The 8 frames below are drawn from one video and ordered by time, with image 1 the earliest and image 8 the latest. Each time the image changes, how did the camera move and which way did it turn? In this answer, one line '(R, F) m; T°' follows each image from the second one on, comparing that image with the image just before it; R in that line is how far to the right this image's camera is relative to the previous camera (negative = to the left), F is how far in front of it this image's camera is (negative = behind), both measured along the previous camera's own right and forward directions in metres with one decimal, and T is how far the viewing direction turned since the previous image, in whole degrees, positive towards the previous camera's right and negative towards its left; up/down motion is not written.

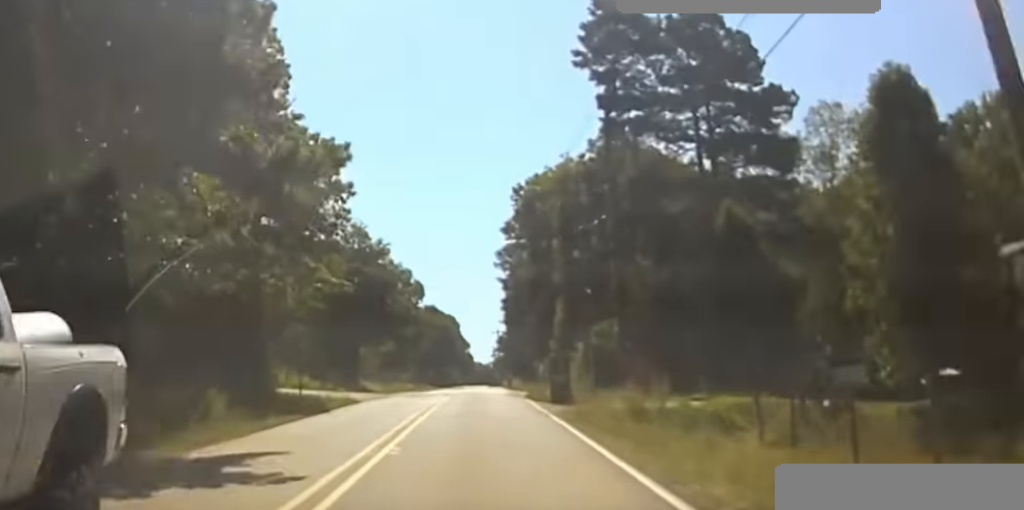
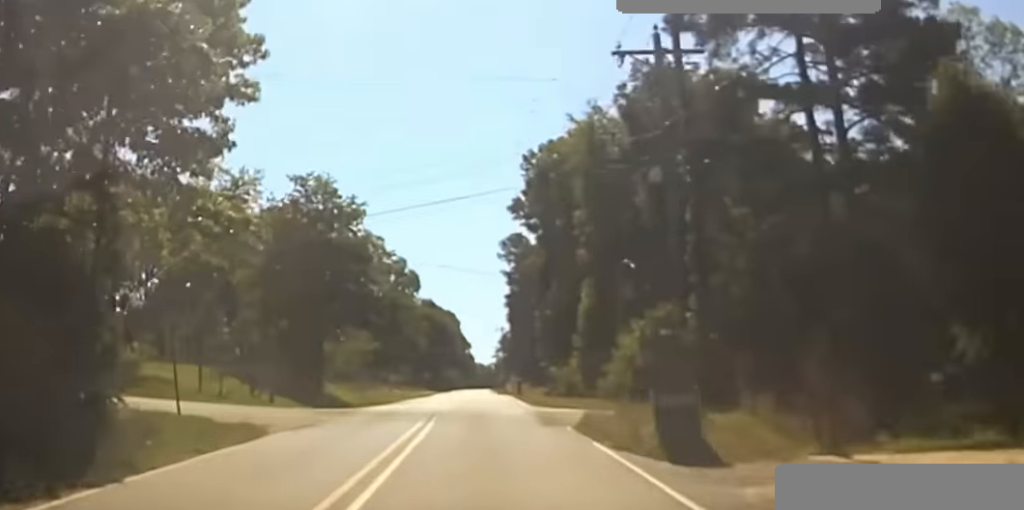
(-0.2, +19.4) m; 0°
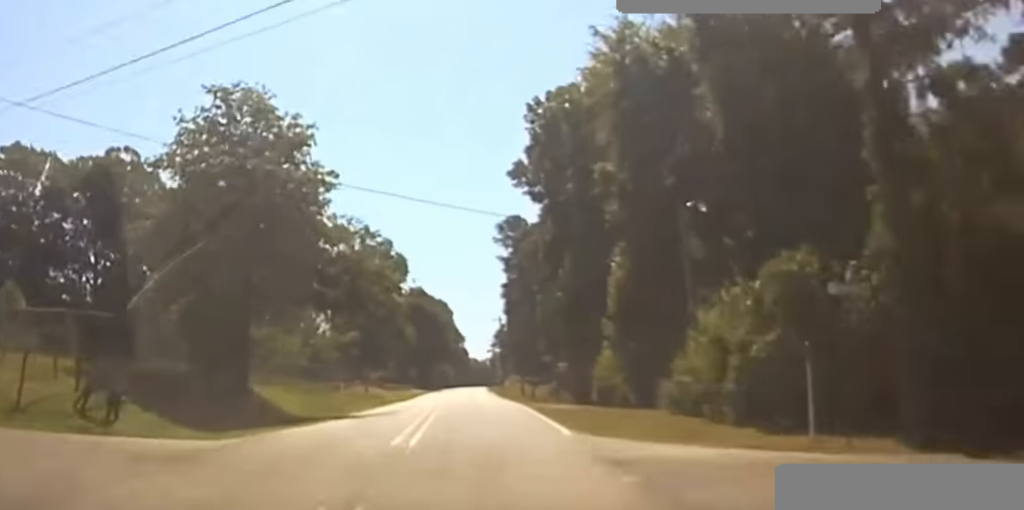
(-0.1, +19.3) m; 0°
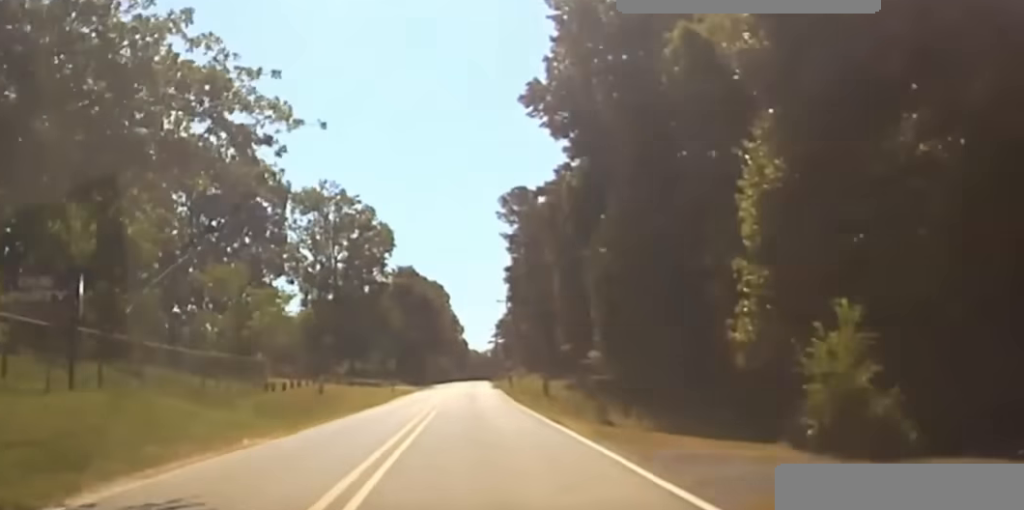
(-0.1, +26.9) m; 0°
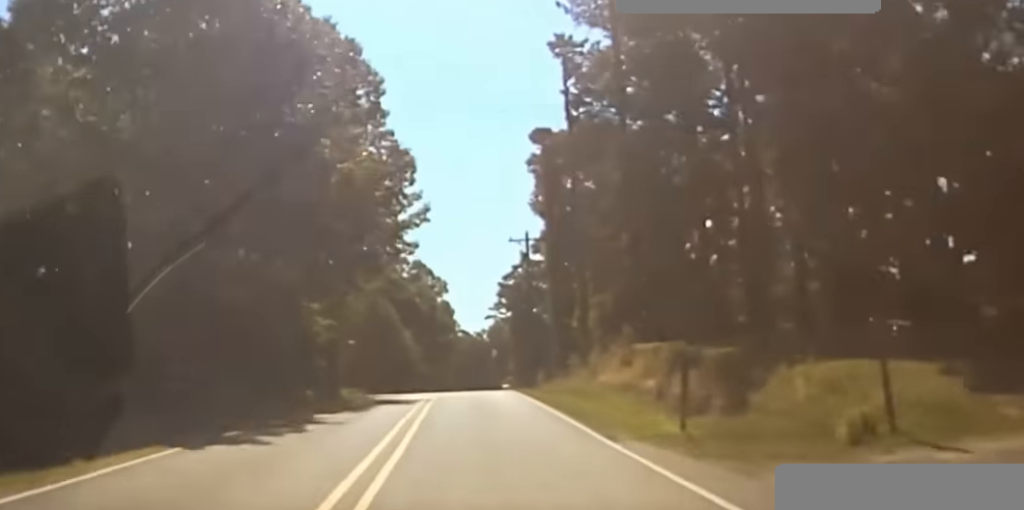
(+0.3, +116.6) m; +1°
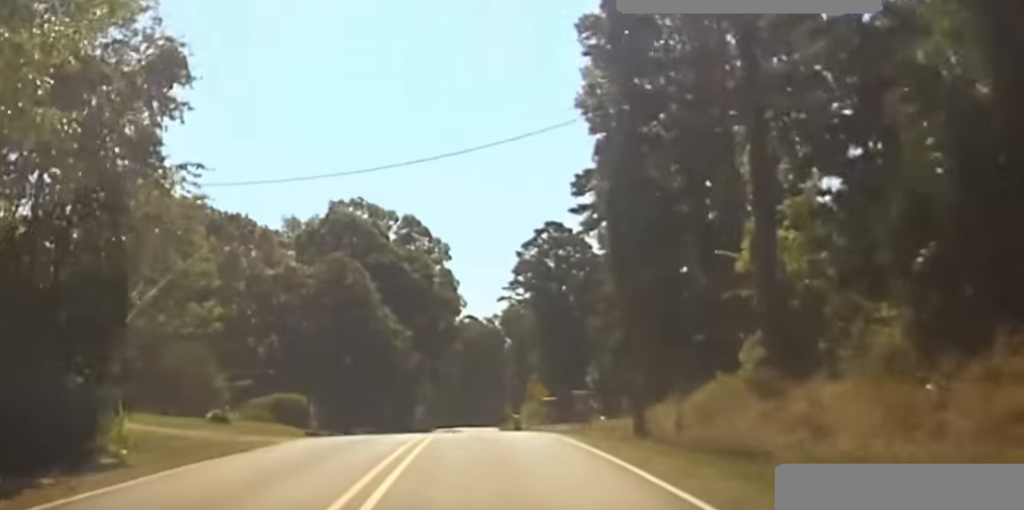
(+0.1, +44.3) m; 0°
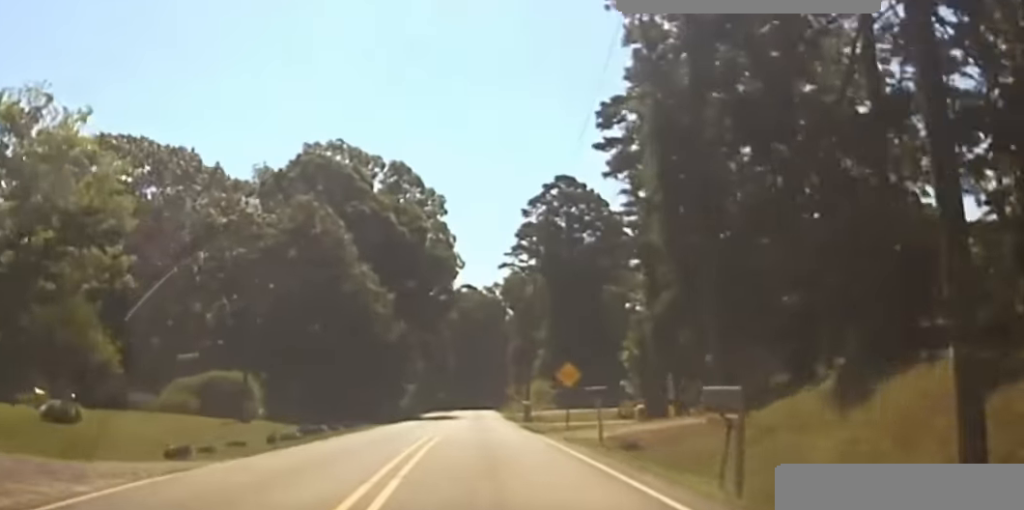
(0.0, +17.1) m; 0°
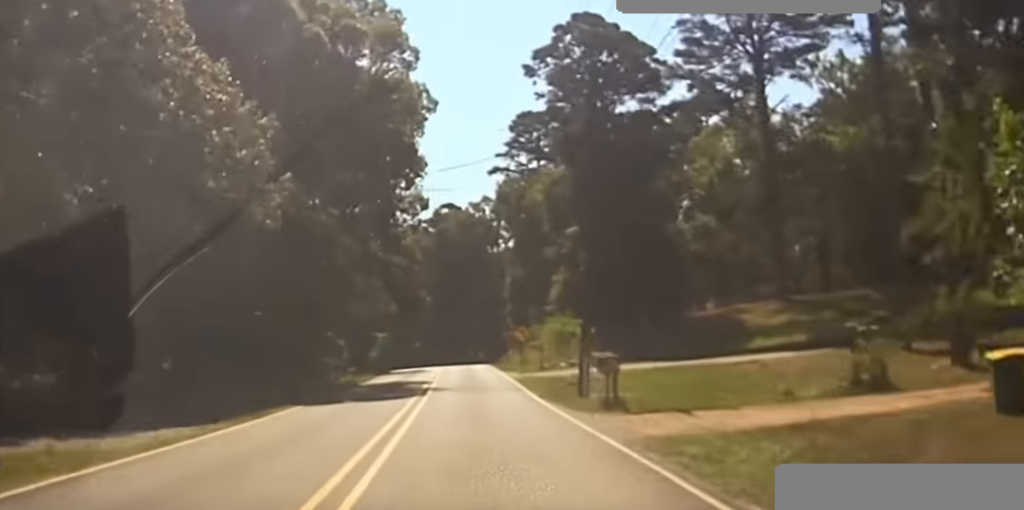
(+0.1, +41.1) m; 0°
